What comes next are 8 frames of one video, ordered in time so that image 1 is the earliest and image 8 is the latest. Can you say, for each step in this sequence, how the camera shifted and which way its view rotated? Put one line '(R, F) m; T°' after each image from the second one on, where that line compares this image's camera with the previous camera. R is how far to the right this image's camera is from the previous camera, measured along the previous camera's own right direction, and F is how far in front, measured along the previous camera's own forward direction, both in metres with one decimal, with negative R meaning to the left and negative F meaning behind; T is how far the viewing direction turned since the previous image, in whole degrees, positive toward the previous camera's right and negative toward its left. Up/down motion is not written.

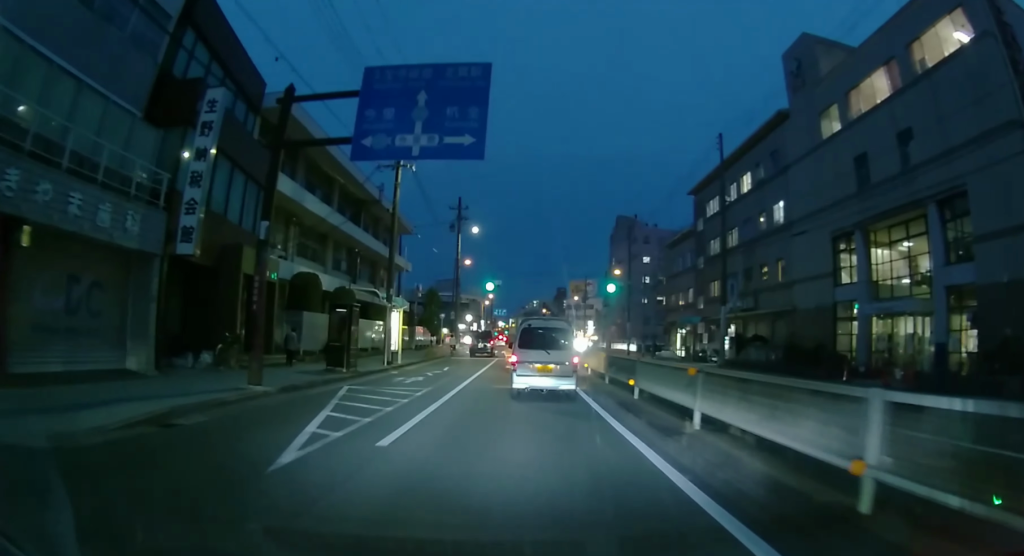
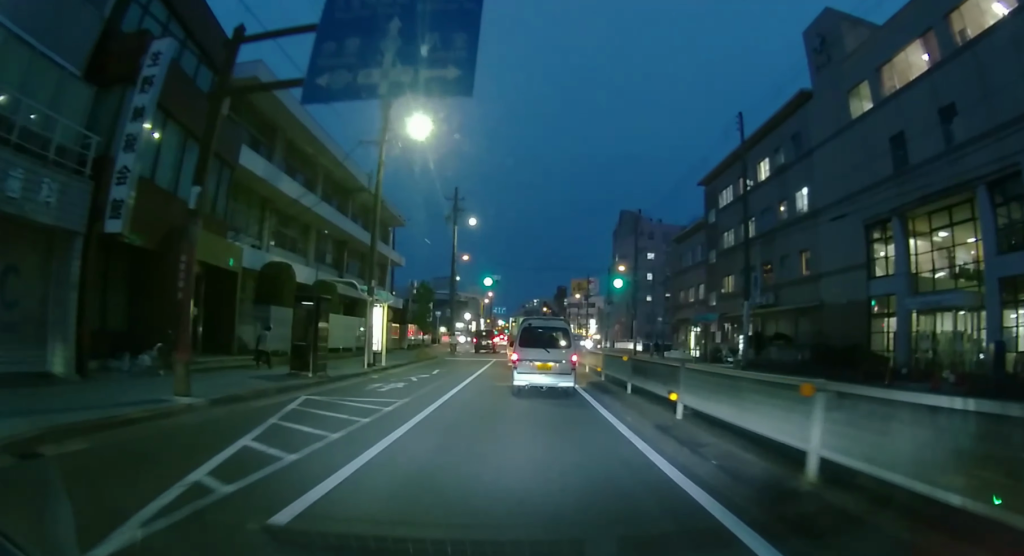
(0.0, +3.1) m; 0°
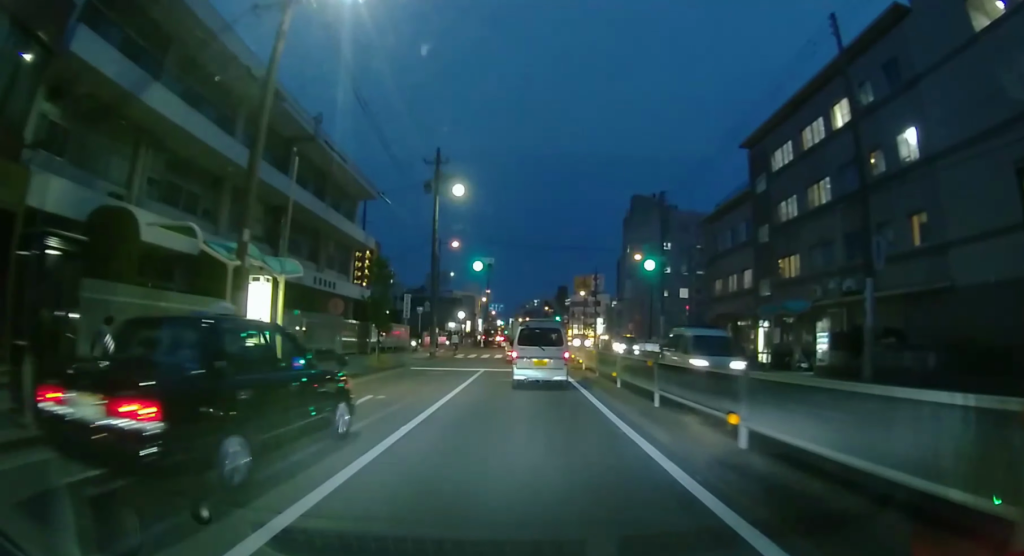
(0.0, +10.6) m; +1°
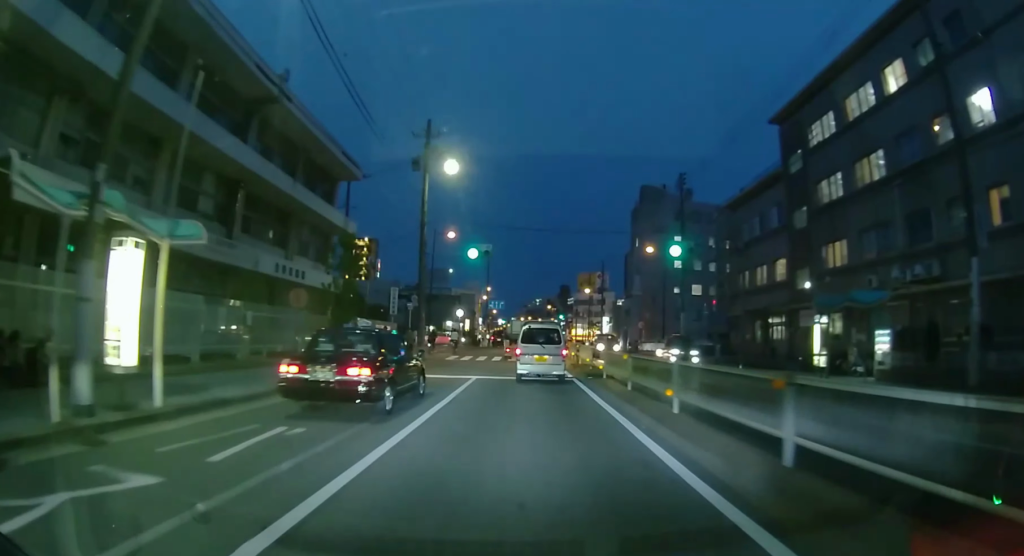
(0.0, +5.2) m; 0°
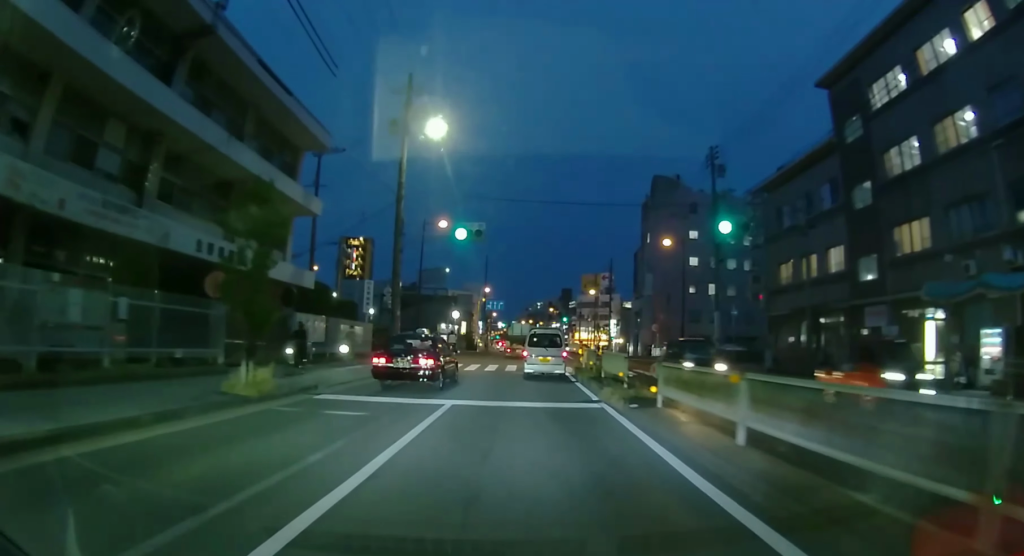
(0.0, +7.0) m; -2°
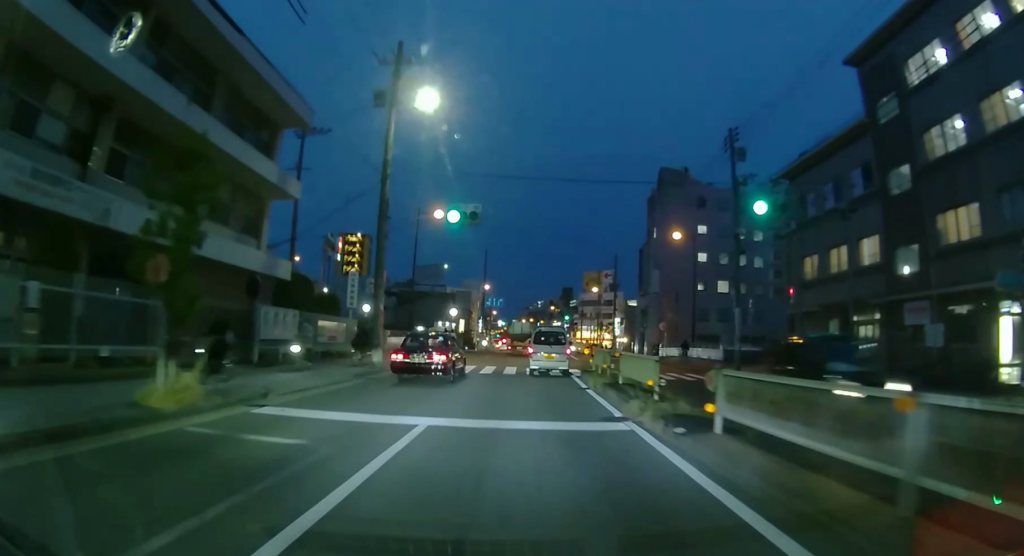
(-0.1, +3.1) m; -1°
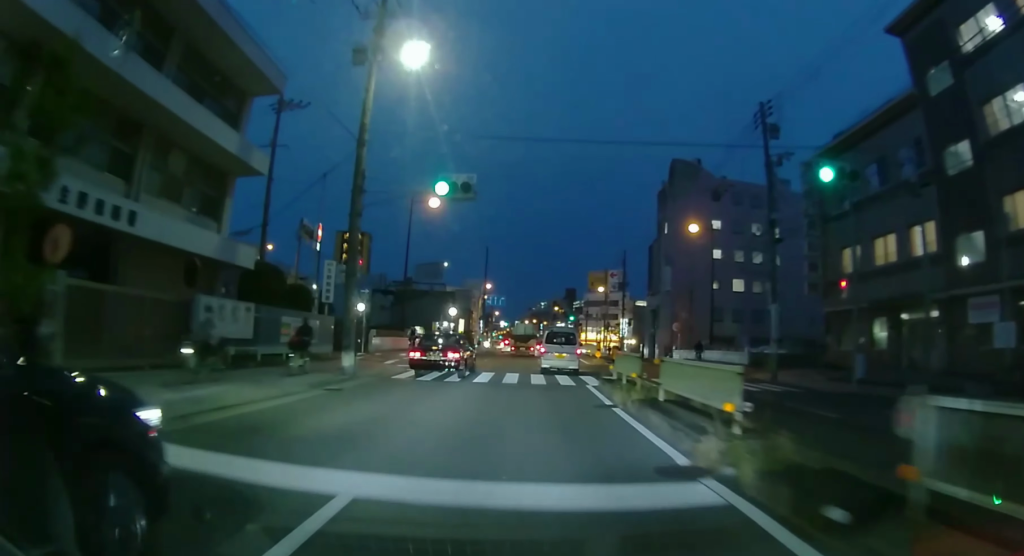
(0.0, +4.0) m; -1°
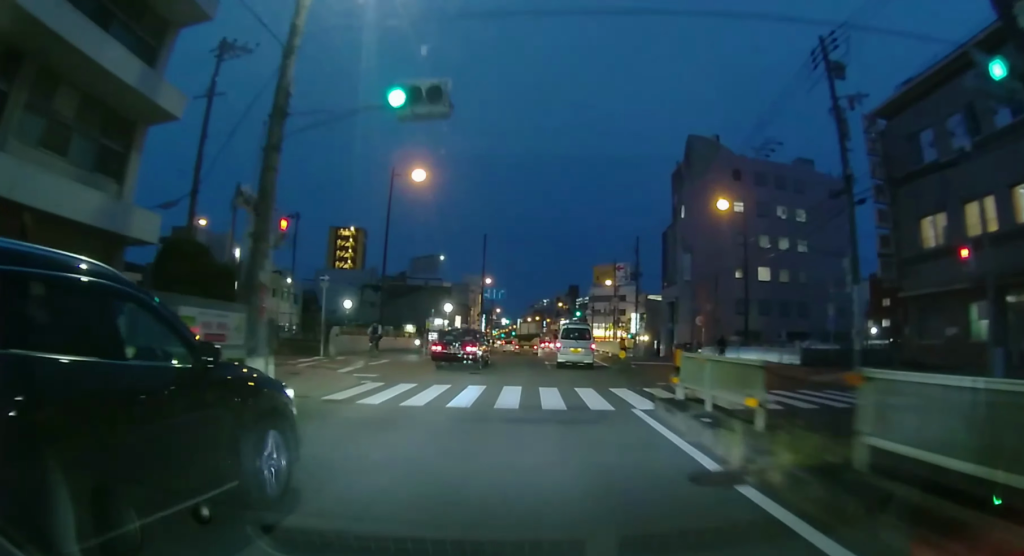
(-0.1, +6.3) m; -1°
